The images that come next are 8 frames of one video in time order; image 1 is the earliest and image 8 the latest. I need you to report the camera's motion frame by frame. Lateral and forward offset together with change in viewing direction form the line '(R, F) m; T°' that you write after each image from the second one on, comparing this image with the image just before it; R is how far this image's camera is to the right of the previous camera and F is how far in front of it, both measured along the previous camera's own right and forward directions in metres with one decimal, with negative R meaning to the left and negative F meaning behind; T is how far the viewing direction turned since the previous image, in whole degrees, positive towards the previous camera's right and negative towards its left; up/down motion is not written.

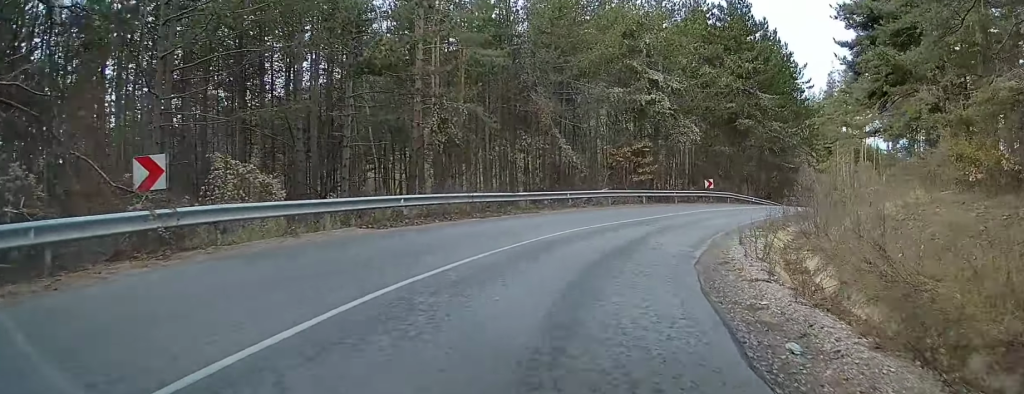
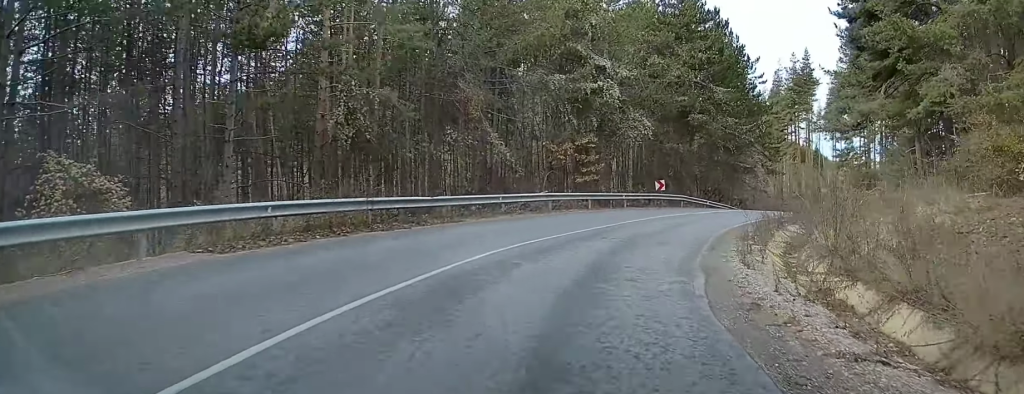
(+0.2, +5.0) m; +7°
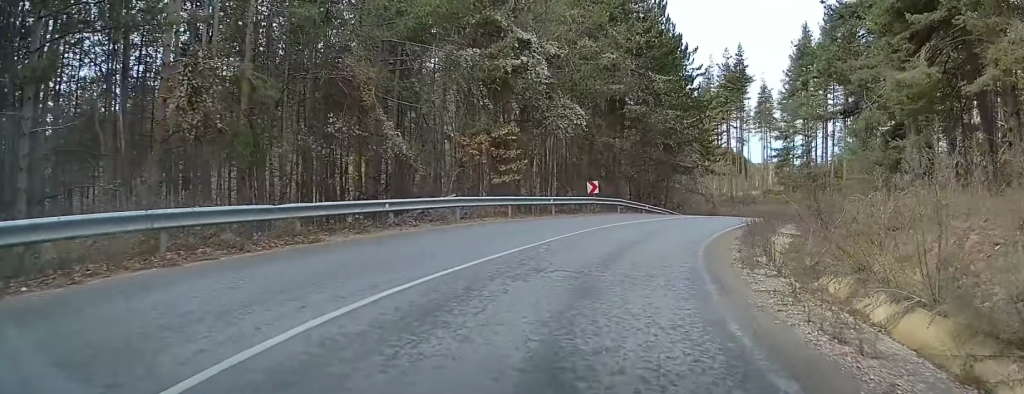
(+1.0, +6.4) m; +8°
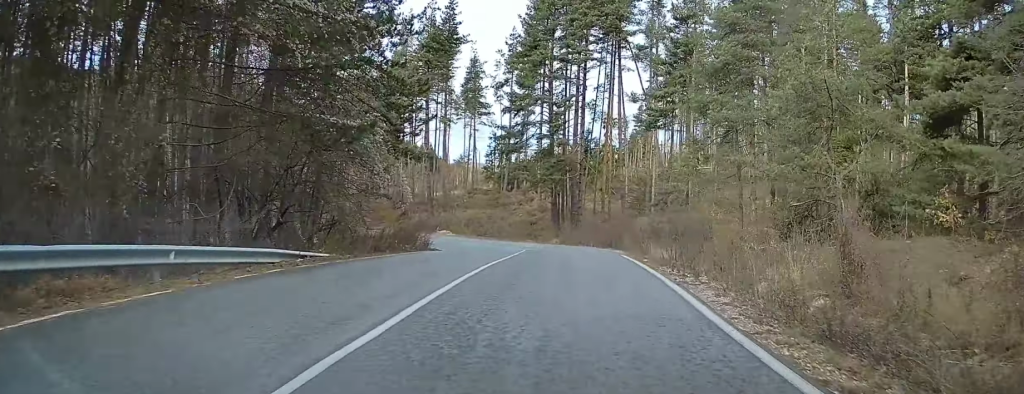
(+5.7, +30.2) m; +19°
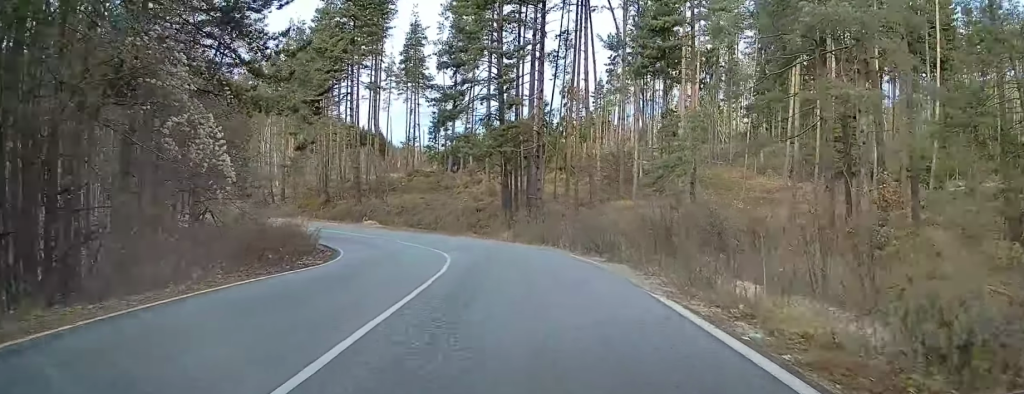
(+0.8, +12.9) m; +3°
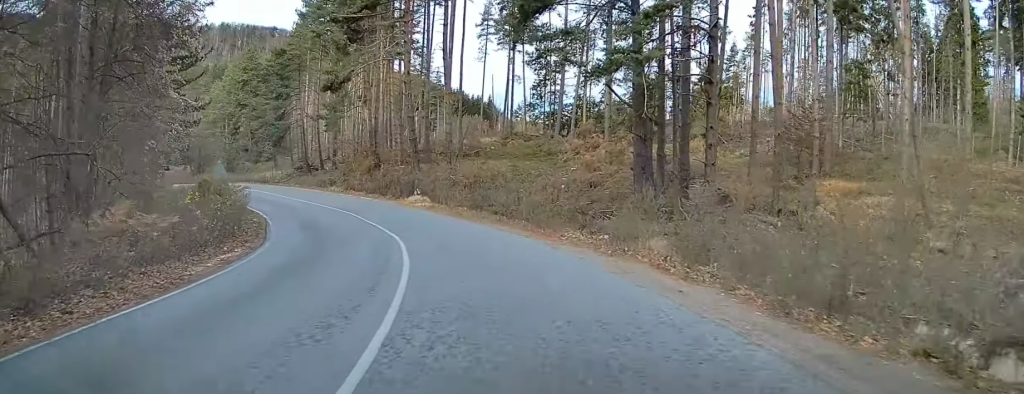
(-0.7, +20.4) m; -7°
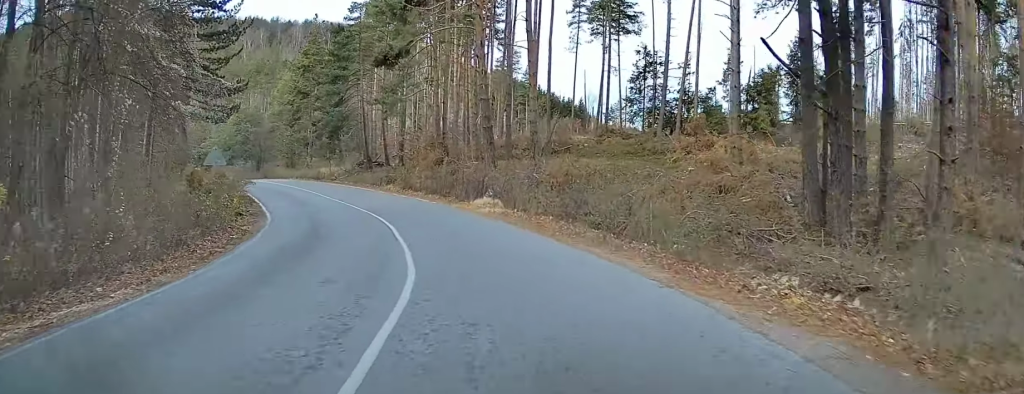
(-0.2, +8.7) m; -6°
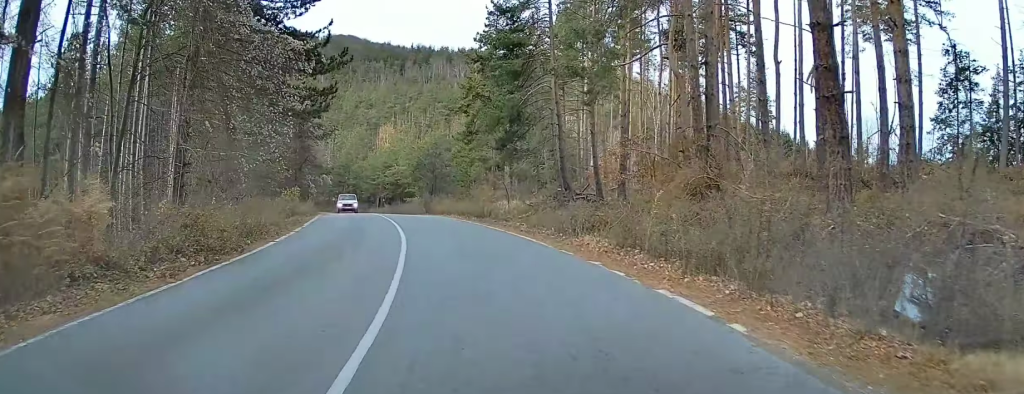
(-3.3, +20.8) m; -16°
